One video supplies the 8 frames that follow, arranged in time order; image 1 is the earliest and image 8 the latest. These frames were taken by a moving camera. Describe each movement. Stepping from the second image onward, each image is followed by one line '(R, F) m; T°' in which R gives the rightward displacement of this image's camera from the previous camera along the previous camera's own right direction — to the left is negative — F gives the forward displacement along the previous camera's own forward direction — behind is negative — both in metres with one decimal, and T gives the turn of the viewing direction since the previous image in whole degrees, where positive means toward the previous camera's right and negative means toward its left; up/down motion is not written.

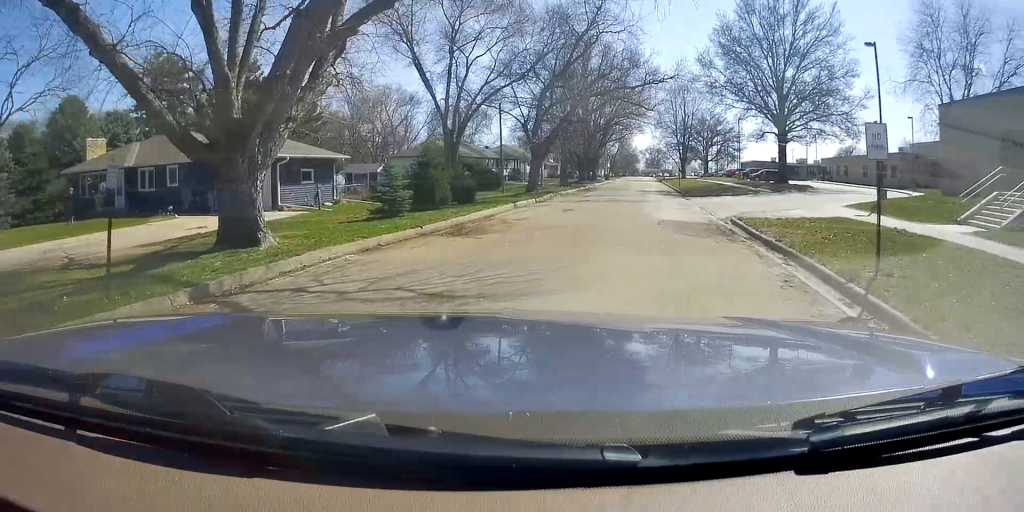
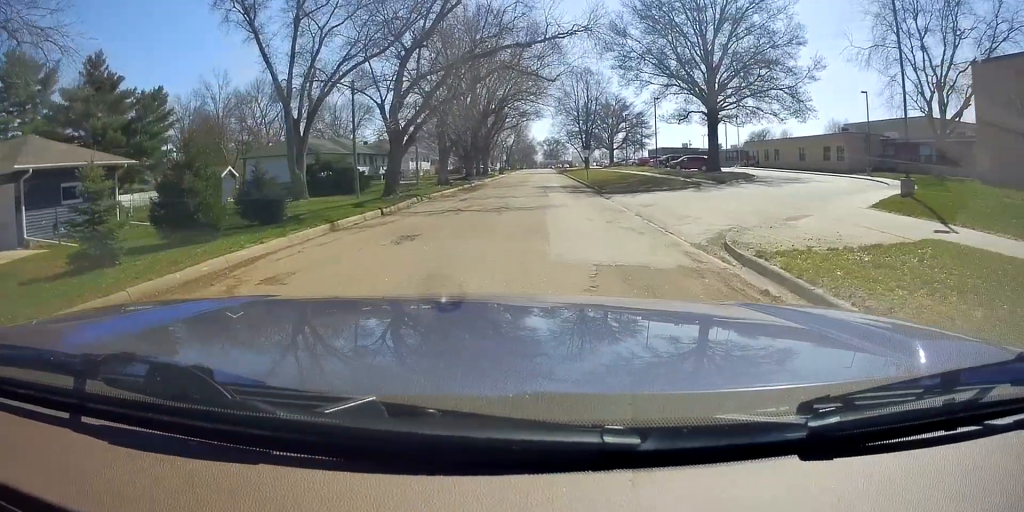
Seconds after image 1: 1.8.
(+1.5, +9.1) m; +13°
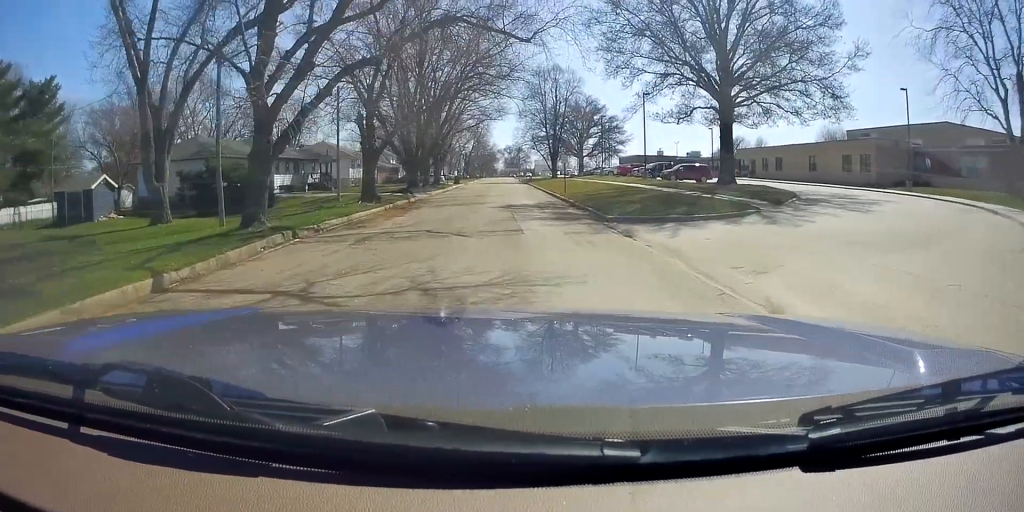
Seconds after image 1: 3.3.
(0.0, +11.9) m; 0°
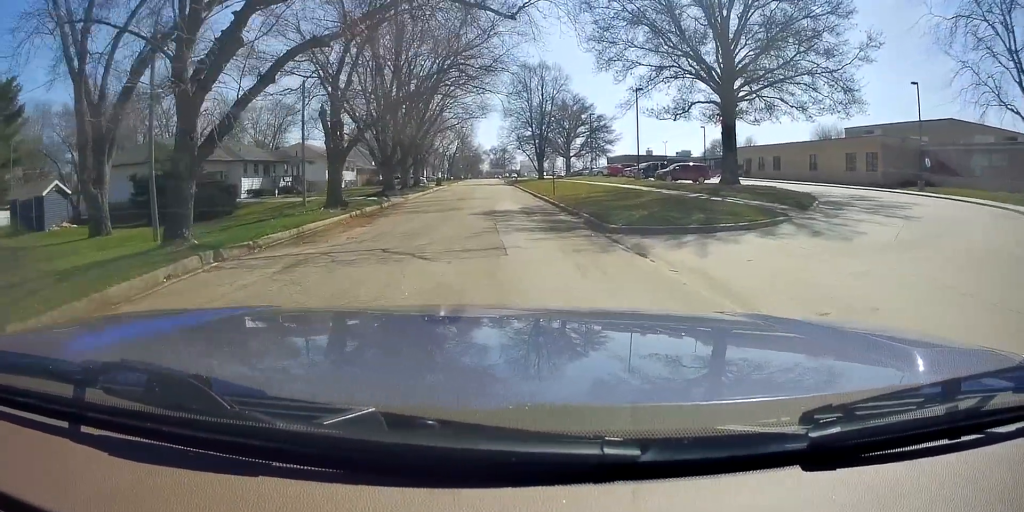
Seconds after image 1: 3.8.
(0.0, +3.5) m; 0°
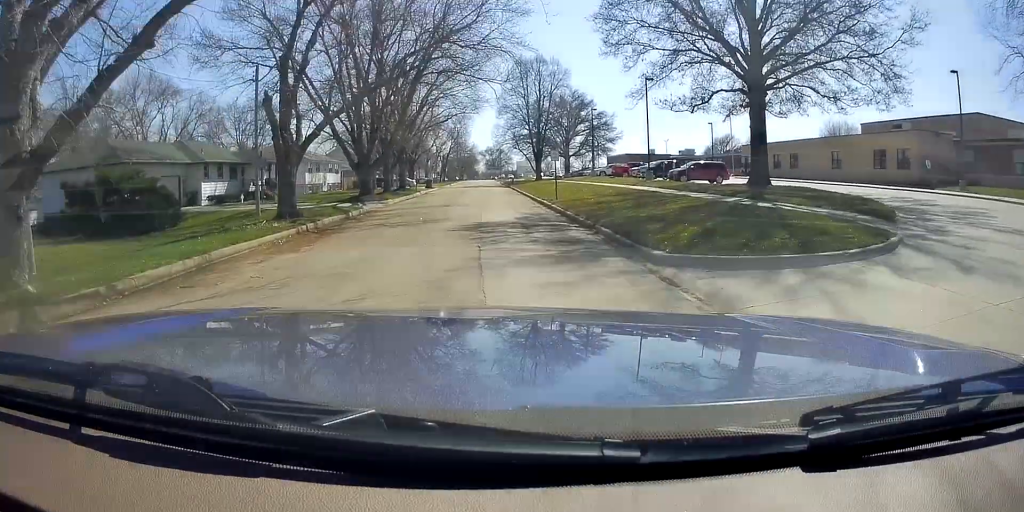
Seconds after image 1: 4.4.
(0.0, +5.8) m; 0°
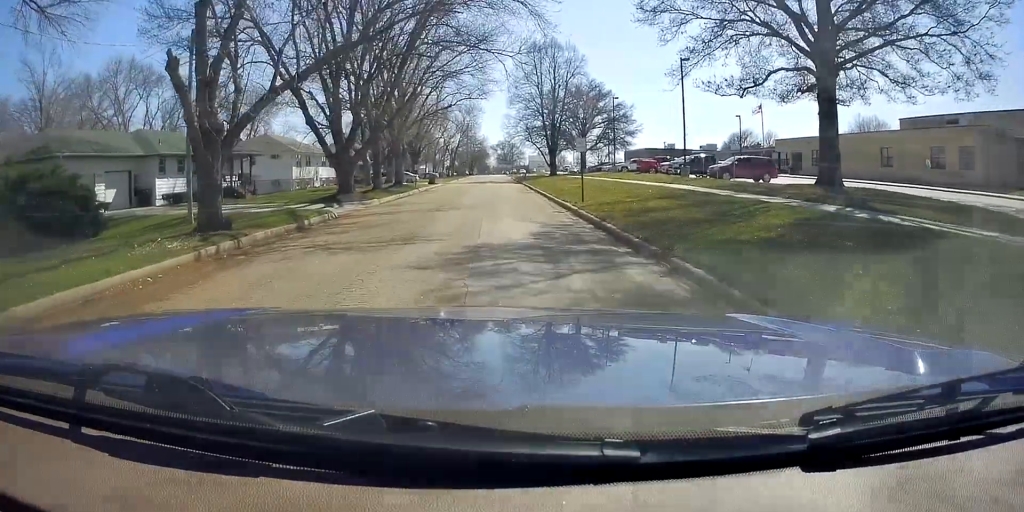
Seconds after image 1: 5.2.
(0.0, +7.3) m; 0°
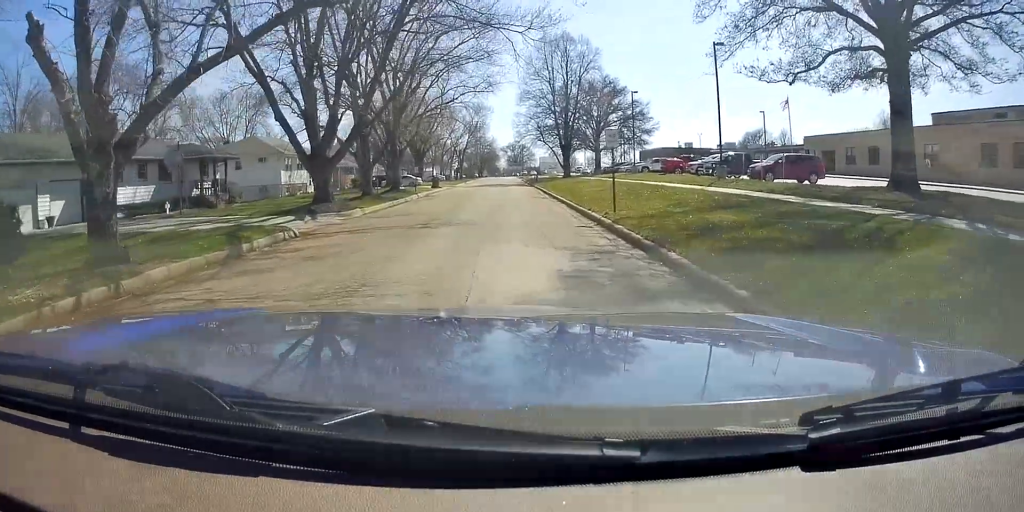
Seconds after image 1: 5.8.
(0.0, +5.6) m; 0°
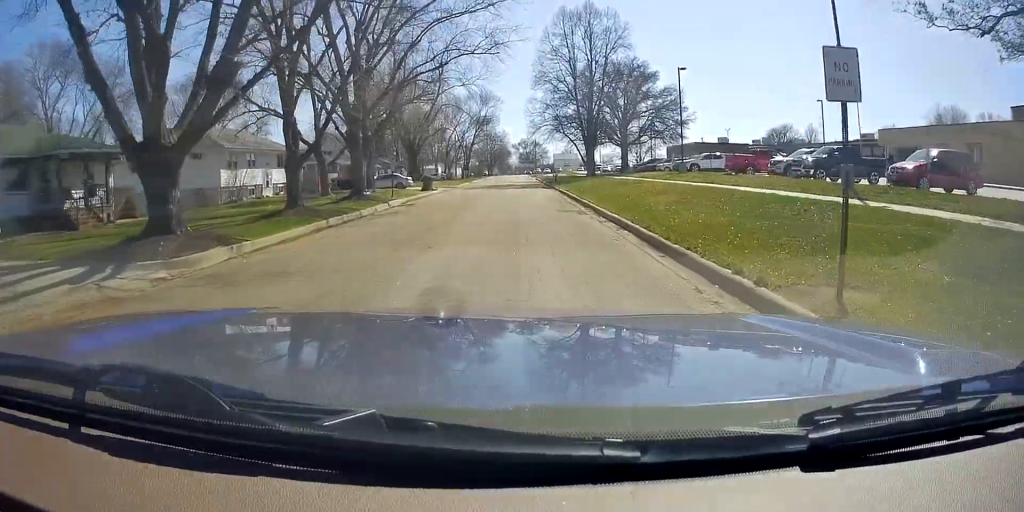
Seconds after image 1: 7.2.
(0.0, +14.0) m; 0°
